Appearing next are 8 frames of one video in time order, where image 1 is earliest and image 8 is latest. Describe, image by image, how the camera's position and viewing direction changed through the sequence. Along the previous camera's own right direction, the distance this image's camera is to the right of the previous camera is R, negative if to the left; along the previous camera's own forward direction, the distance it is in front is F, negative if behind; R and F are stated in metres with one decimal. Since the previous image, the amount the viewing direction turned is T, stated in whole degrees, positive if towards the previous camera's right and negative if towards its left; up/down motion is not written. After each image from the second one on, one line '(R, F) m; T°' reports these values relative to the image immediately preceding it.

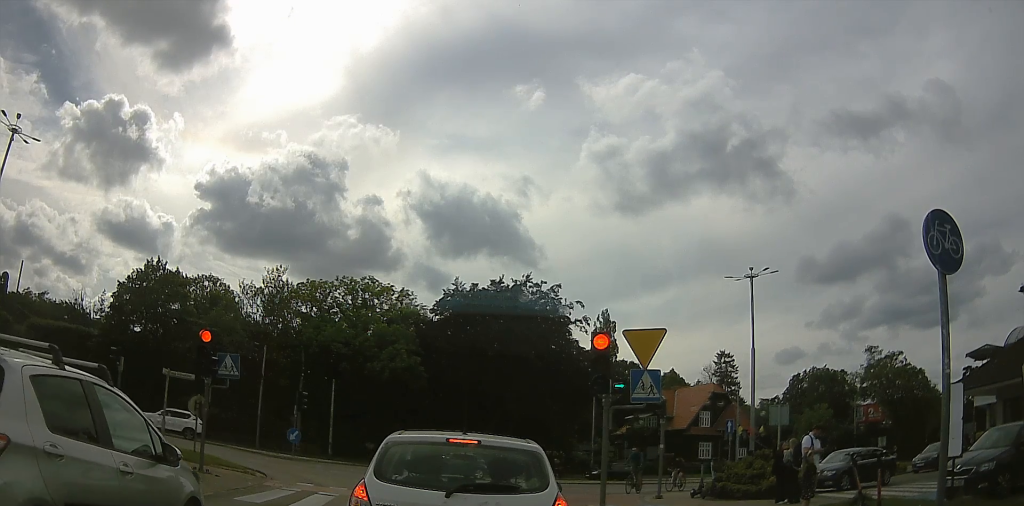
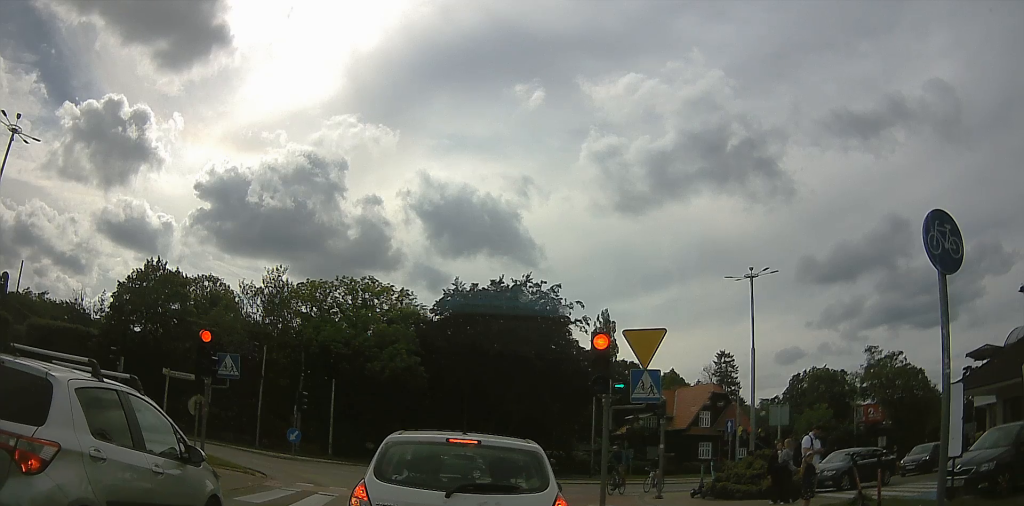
(0.0, 0.0) m; 0°
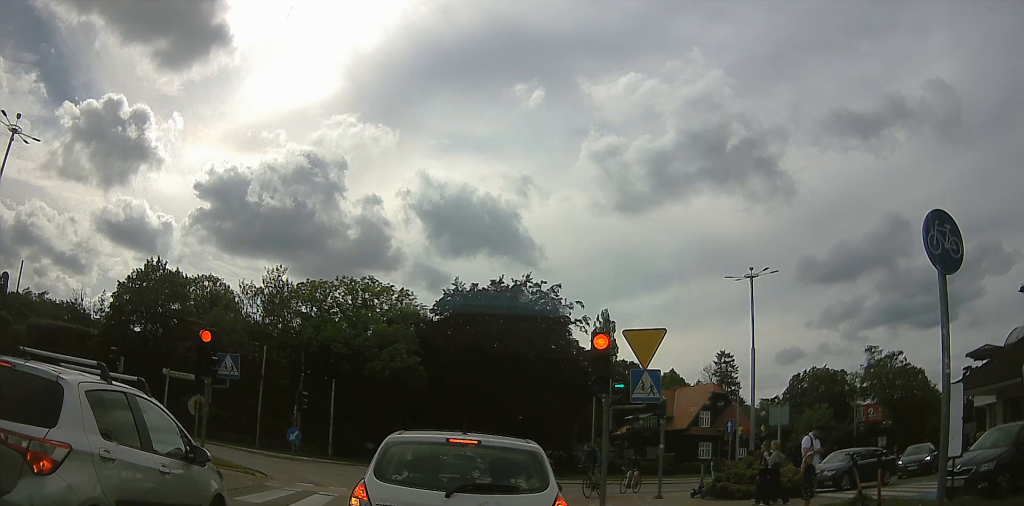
(0.0, 0.0) m; 0°
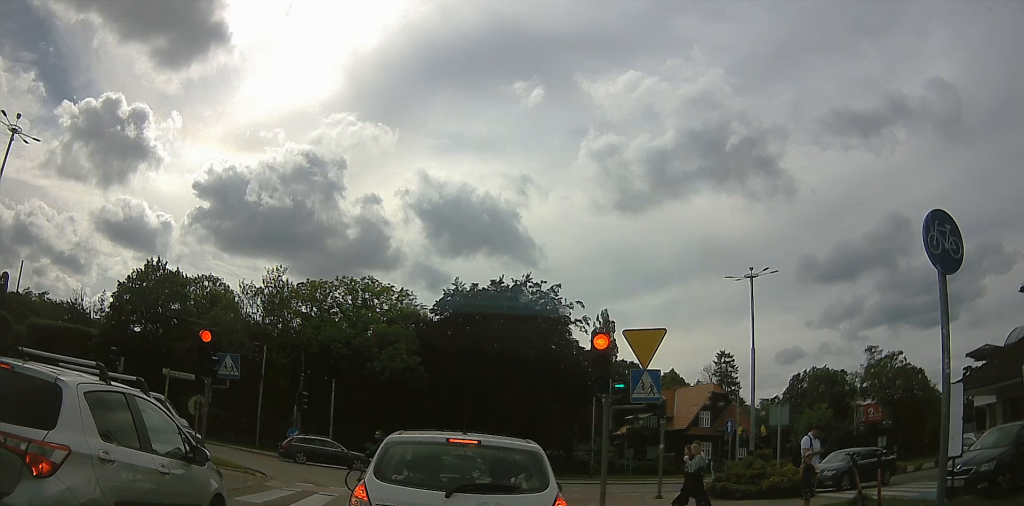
(0.0, 0.0) m; 0°
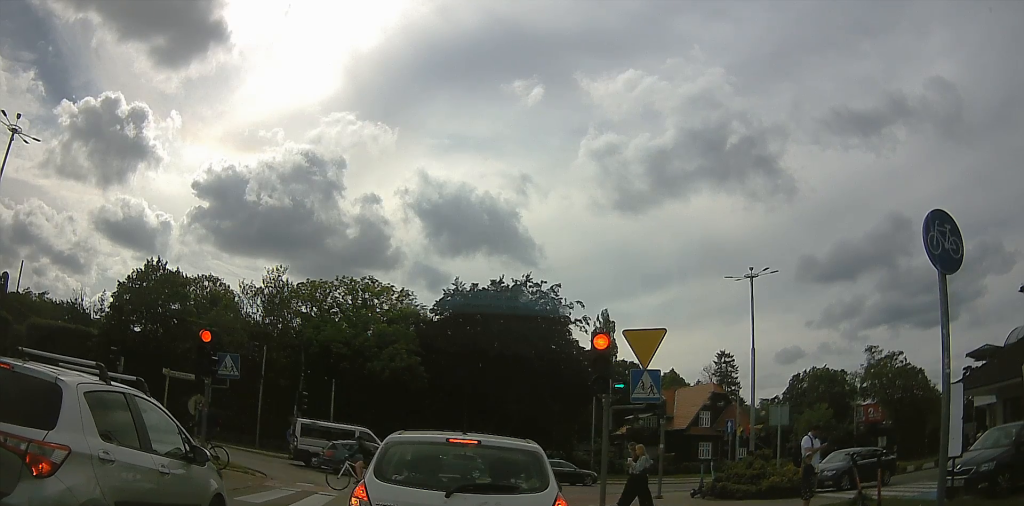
(0.0, 0.0) m; 0°
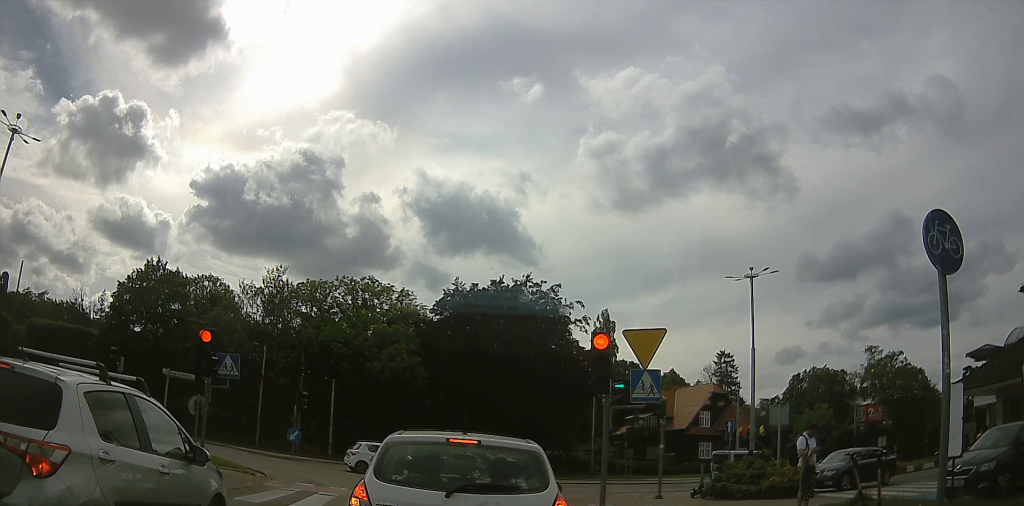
(0.0, 0.0) m; 0°
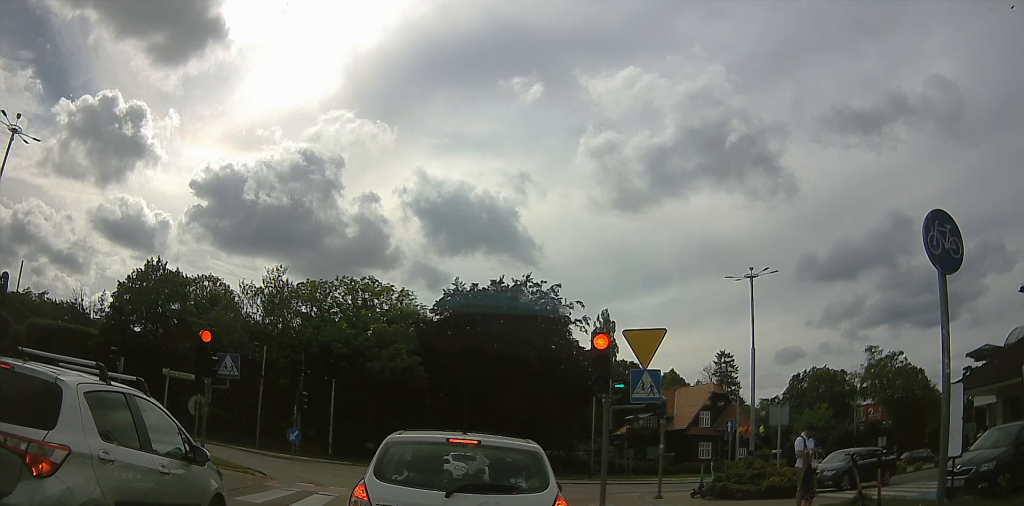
(0.0, 0.0) m; 0°
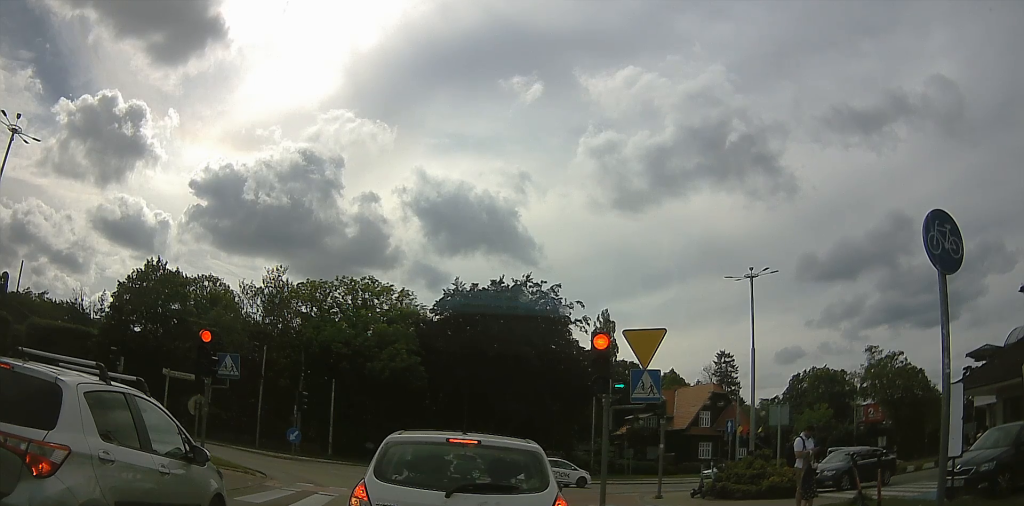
(0.0, 0.0) m; 0°
